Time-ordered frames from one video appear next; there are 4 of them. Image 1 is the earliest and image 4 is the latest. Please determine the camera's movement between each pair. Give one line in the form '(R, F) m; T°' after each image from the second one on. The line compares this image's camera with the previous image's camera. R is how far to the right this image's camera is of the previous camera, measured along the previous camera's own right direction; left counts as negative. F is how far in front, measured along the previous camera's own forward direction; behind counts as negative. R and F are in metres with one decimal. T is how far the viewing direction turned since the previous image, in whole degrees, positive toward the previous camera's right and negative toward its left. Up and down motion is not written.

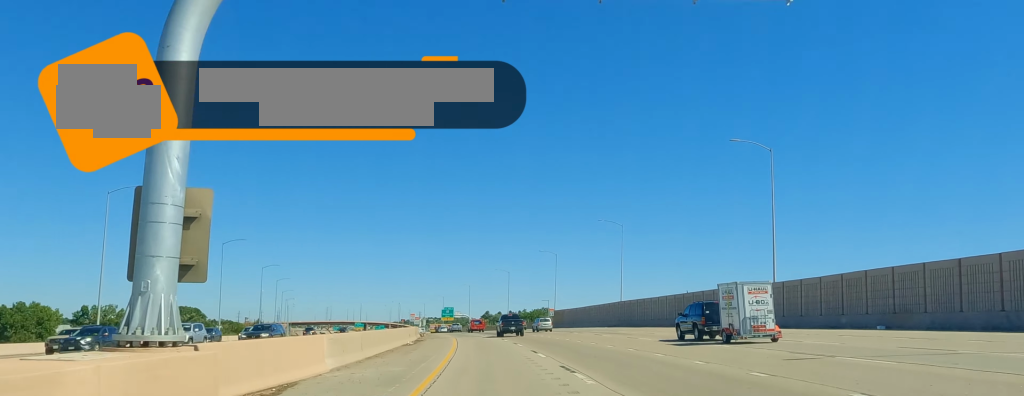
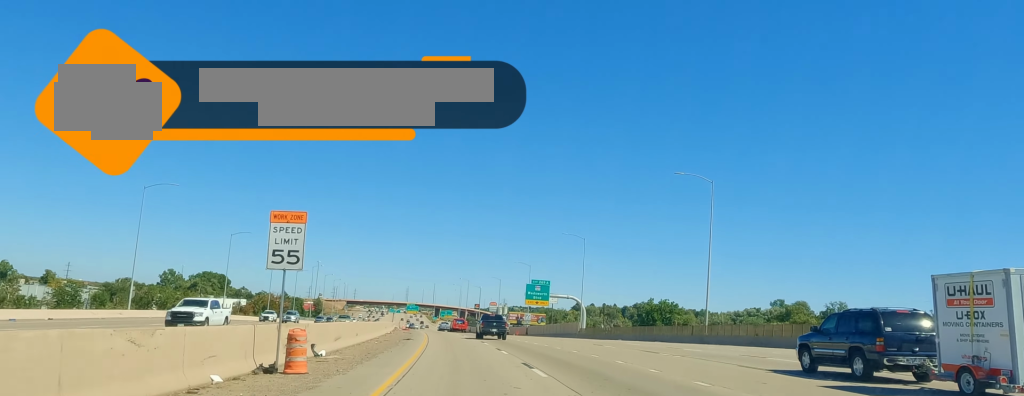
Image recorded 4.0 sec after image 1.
(-9.0, +131.1) m; -9°
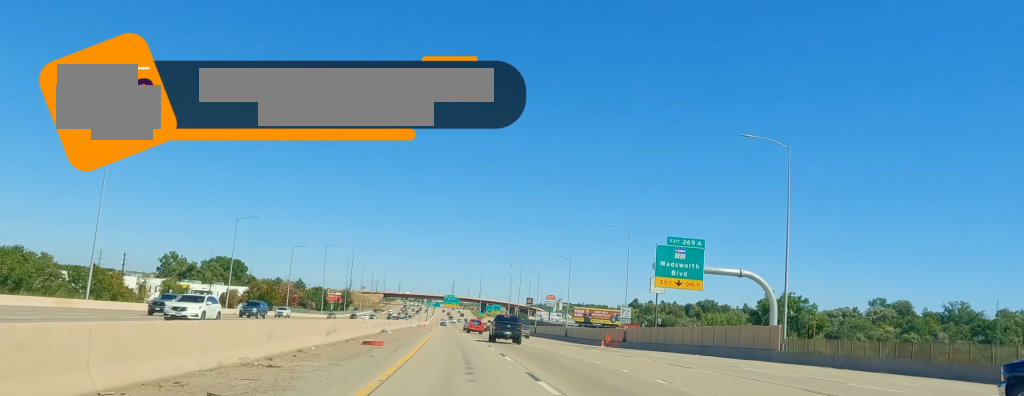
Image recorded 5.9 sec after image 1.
(-3.2, +65.8) m; -4°
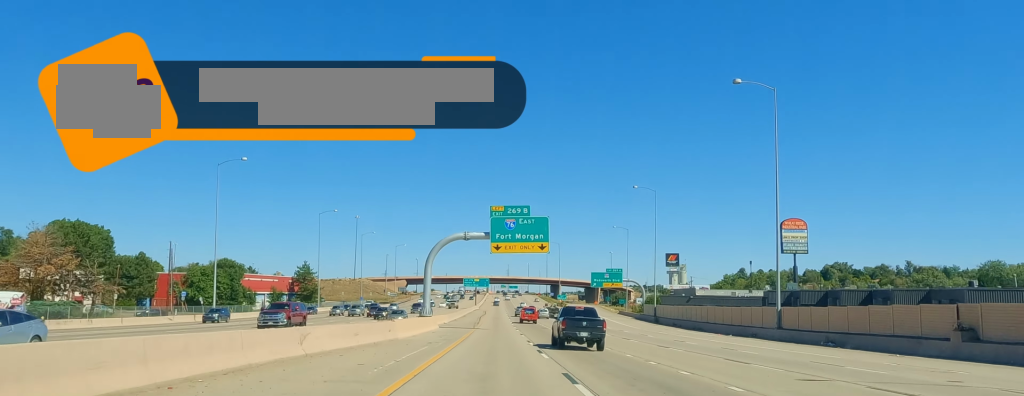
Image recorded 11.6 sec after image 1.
(+1.7, +190.8) m; +1°
